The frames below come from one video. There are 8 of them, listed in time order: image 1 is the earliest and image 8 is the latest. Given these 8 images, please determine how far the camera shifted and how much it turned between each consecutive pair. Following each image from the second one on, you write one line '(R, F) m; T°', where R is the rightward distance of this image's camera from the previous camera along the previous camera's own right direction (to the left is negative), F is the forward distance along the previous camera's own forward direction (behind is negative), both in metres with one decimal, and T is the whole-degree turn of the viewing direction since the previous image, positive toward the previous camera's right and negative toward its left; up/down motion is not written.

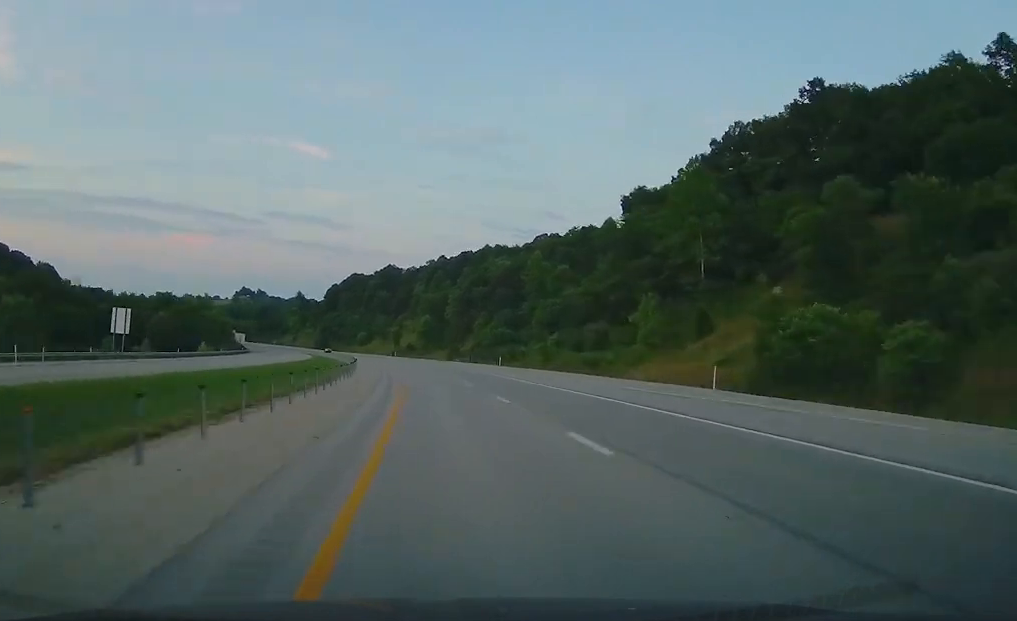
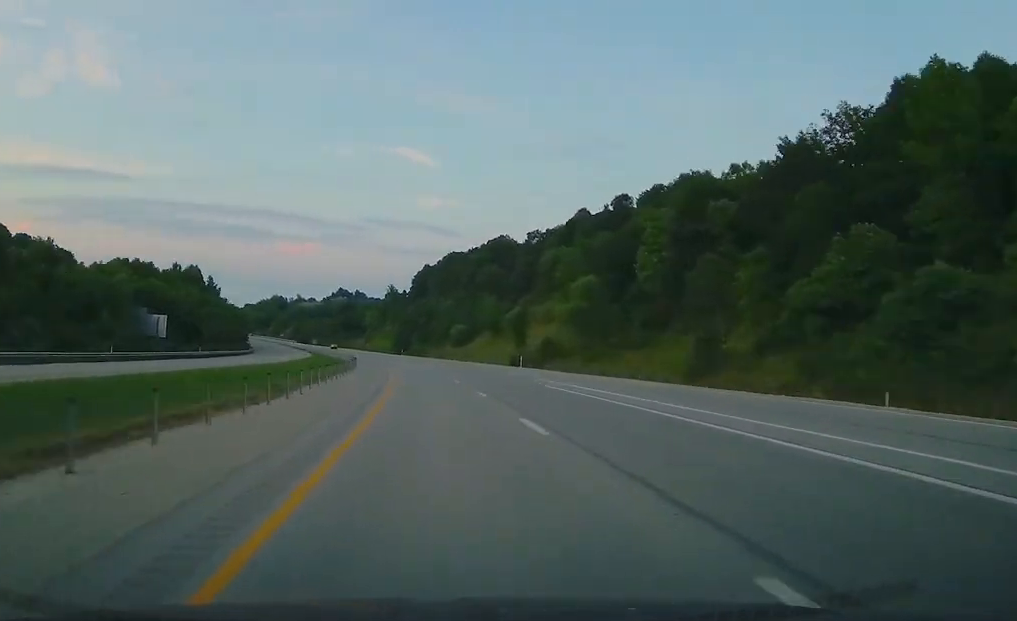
(-7.3, +107.8) m; -8°
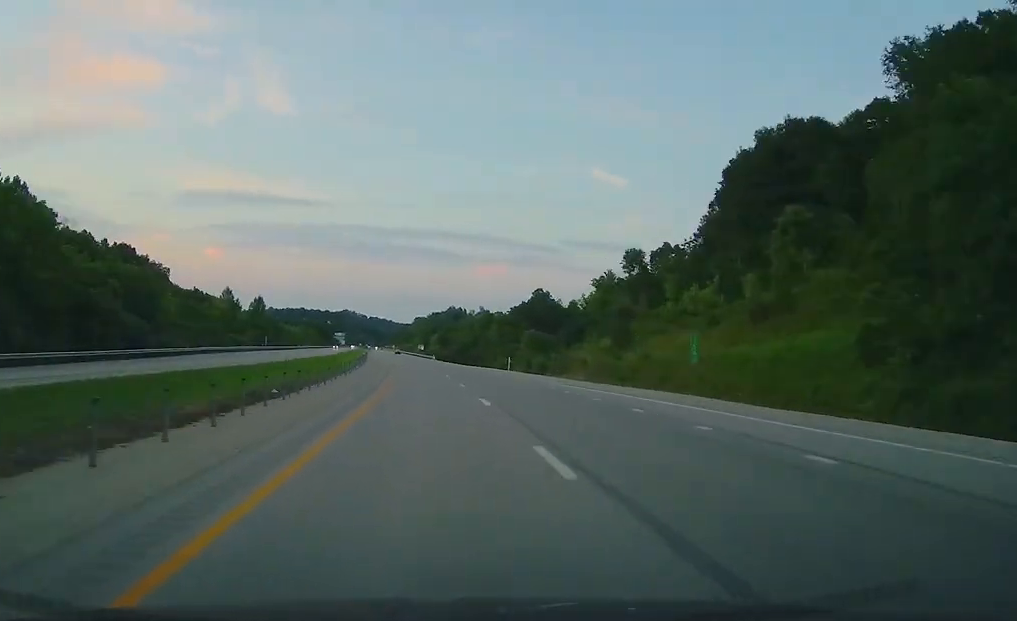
(-24.6, +186.1) m; -12°
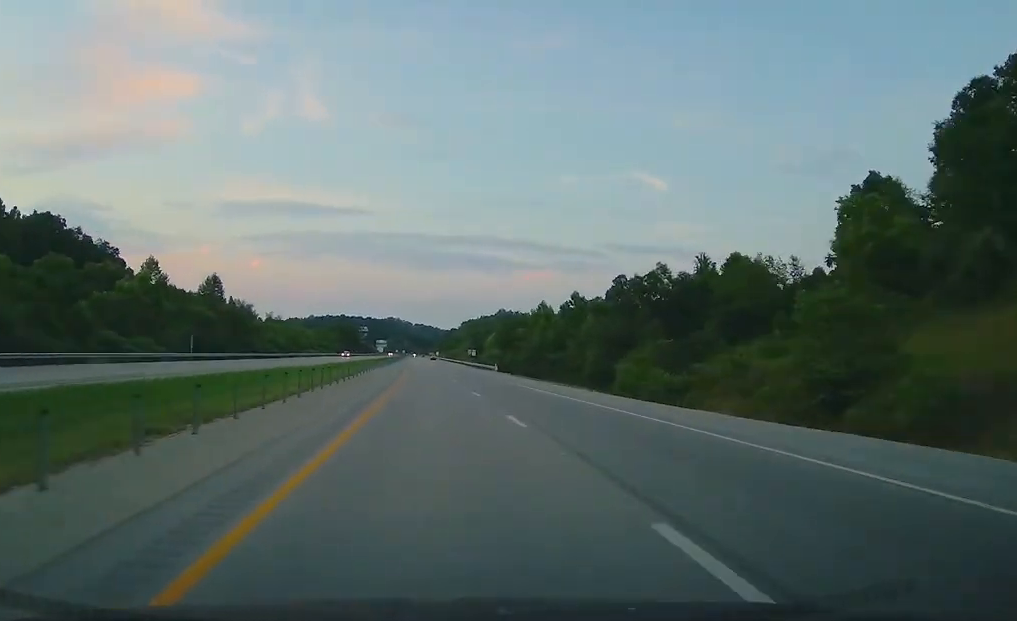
(-2.1, +66.3) m; -3°
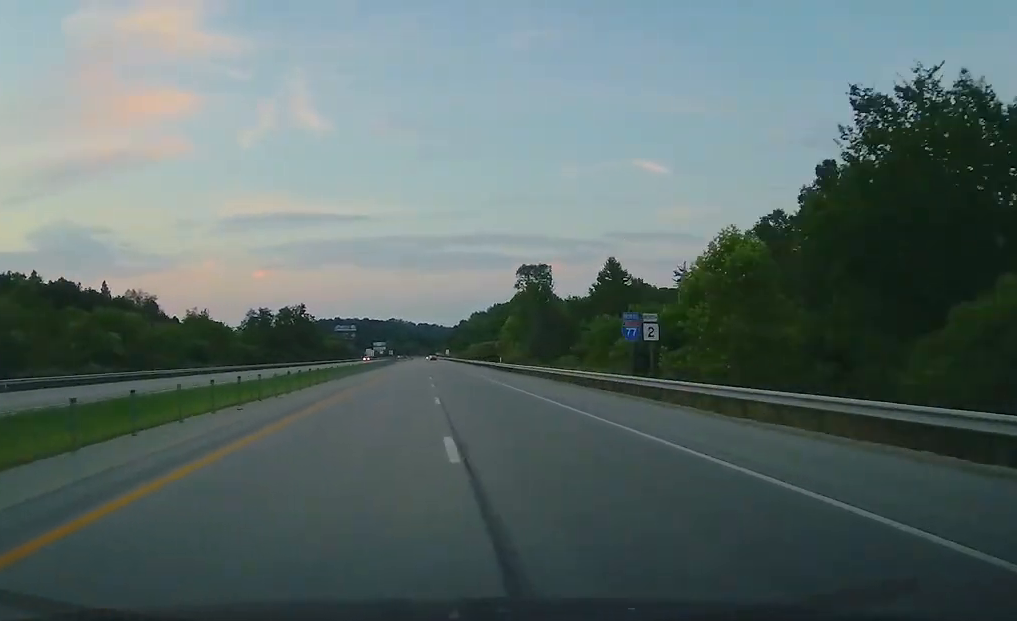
(-3.0, +128.1) m; -1°
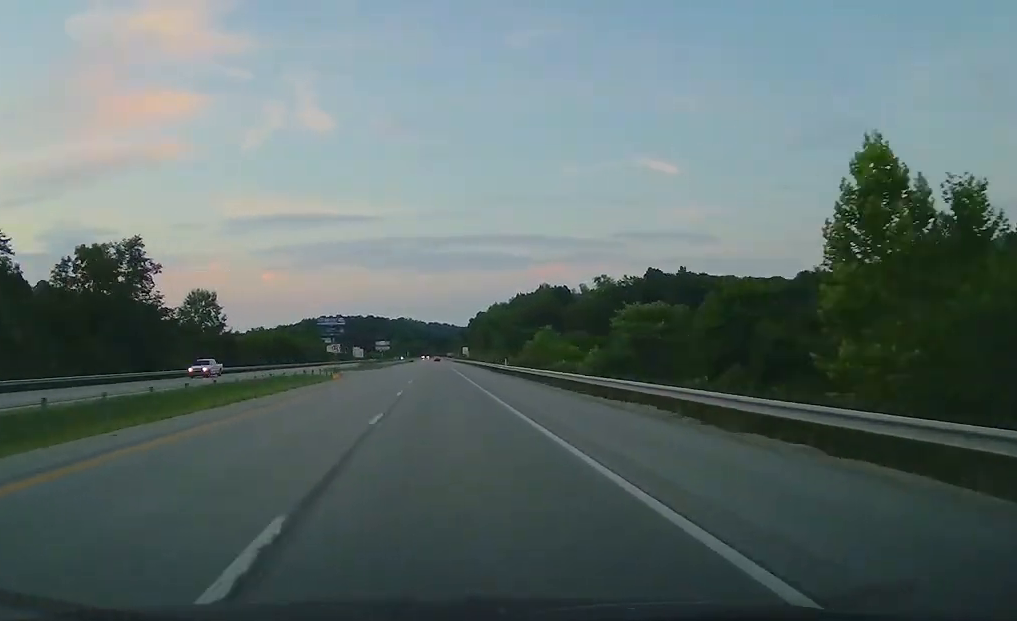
(-0.2, +104.6) m; -1°
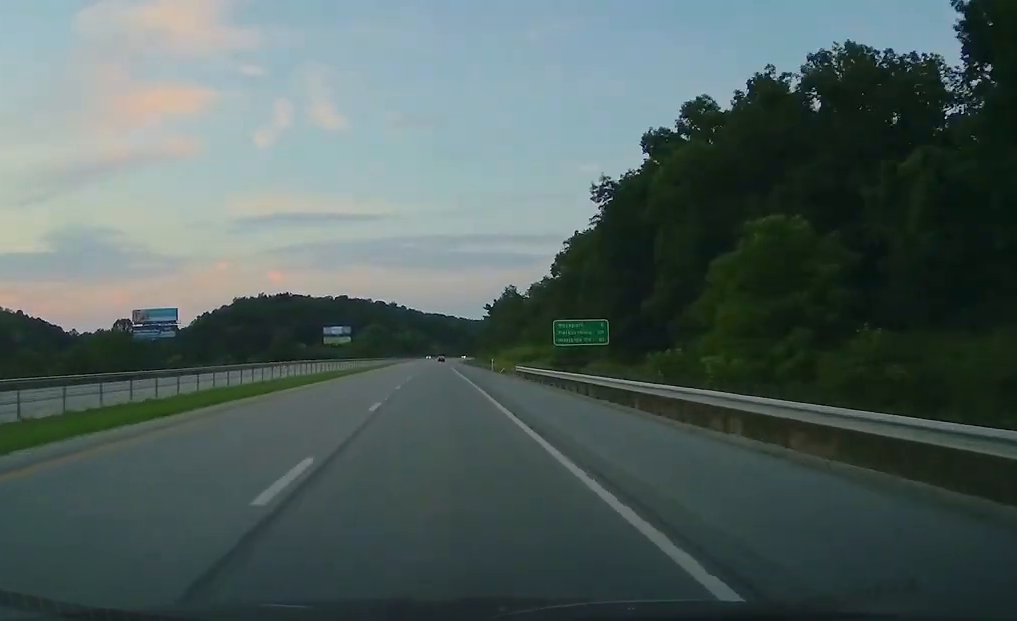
(-3.0, +354.9) m; +1°
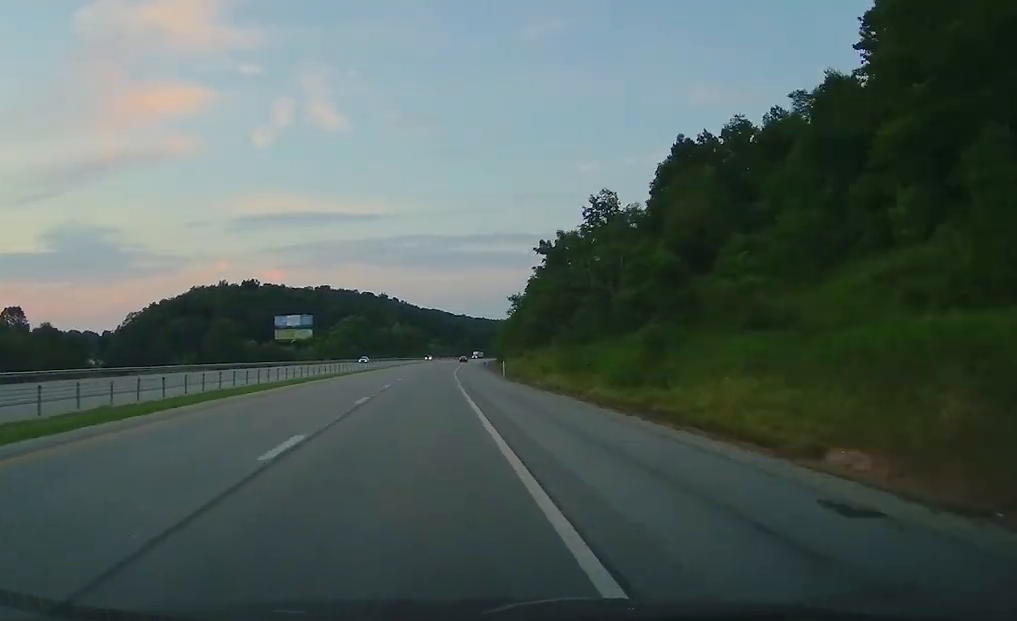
(+0.2, +108.6) m; +1°
